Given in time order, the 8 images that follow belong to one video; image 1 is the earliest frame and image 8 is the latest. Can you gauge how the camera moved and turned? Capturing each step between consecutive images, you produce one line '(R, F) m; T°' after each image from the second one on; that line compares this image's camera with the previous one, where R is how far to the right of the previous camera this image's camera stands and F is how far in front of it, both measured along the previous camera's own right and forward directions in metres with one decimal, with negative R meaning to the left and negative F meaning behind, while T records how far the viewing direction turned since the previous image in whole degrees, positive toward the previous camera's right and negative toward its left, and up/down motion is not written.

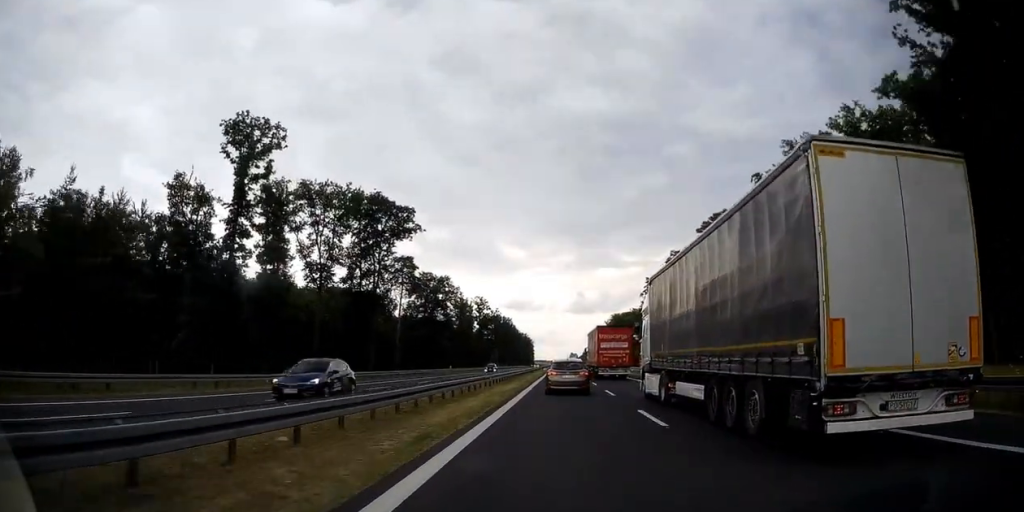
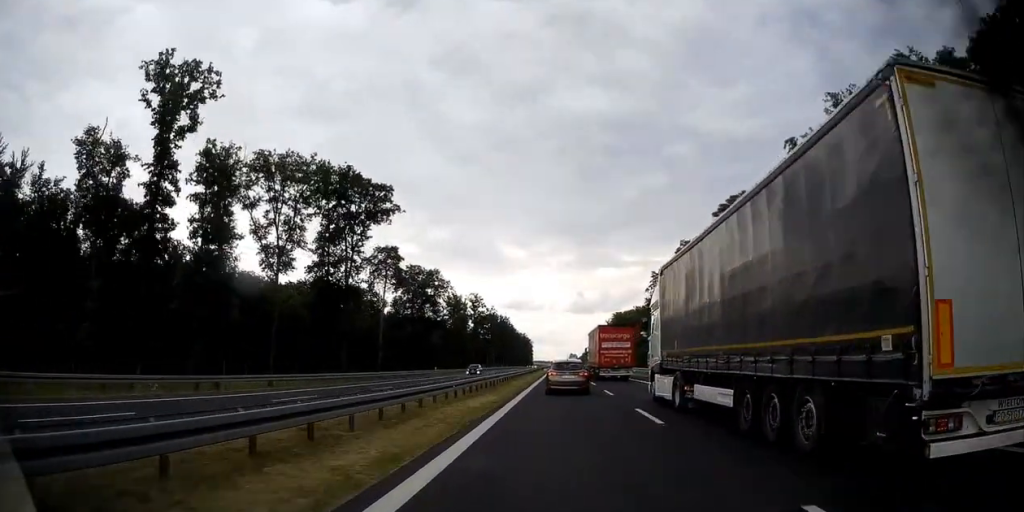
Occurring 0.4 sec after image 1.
(-0.1, +11.4) m; 0°
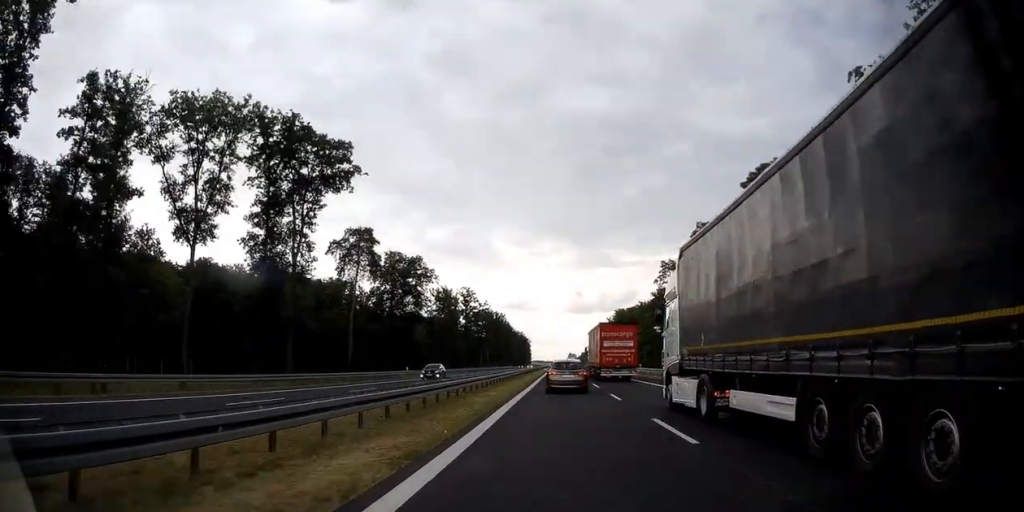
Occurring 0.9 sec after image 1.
(-0.2, +15.2) m; 0°
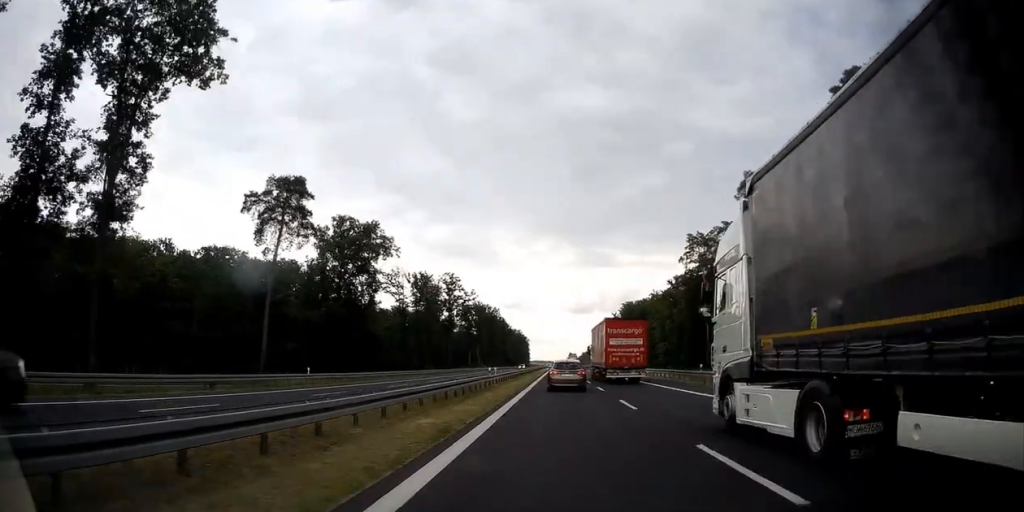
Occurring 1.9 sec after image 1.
(+0.5, +28.0) m; +1°
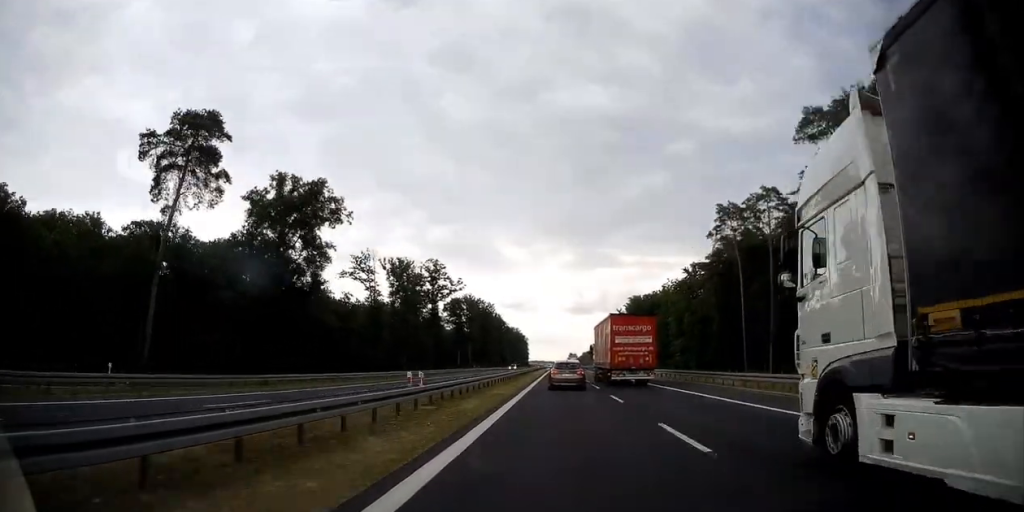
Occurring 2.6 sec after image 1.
(+0.1, +20.6) m; 0°
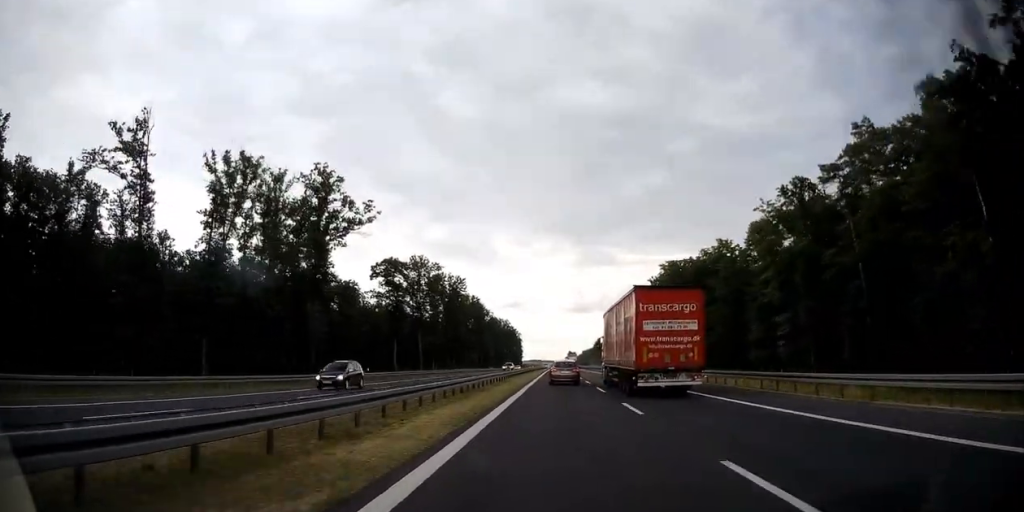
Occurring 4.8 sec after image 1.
(-0.5, +64.7) m; 0°
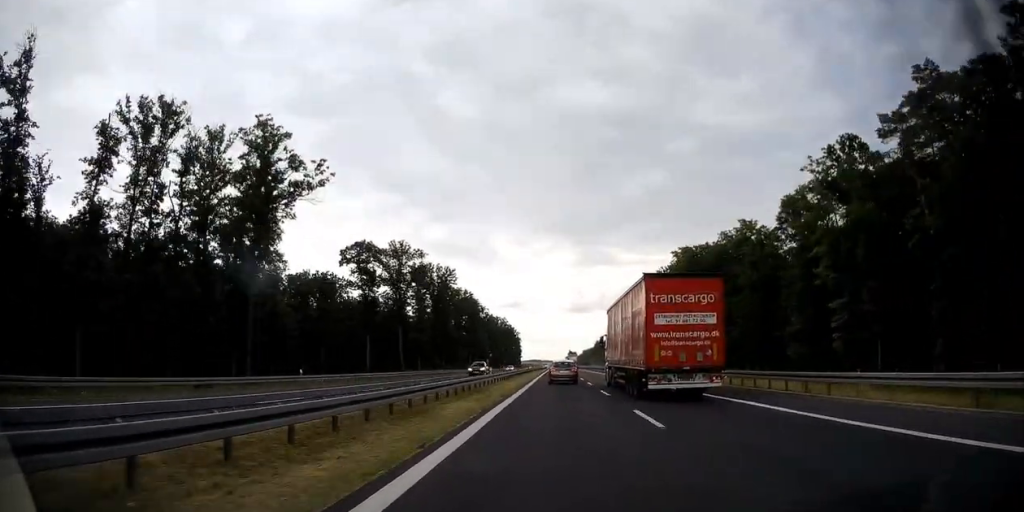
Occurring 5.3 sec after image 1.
(+0.1, +15.2) m; 0°
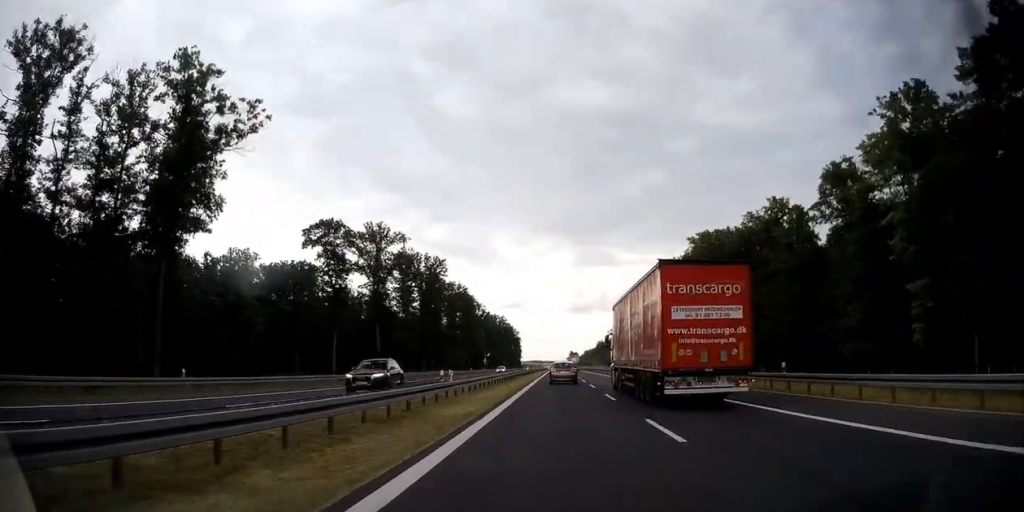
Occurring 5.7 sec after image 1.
(+0.3, +14.2) m; 0°
